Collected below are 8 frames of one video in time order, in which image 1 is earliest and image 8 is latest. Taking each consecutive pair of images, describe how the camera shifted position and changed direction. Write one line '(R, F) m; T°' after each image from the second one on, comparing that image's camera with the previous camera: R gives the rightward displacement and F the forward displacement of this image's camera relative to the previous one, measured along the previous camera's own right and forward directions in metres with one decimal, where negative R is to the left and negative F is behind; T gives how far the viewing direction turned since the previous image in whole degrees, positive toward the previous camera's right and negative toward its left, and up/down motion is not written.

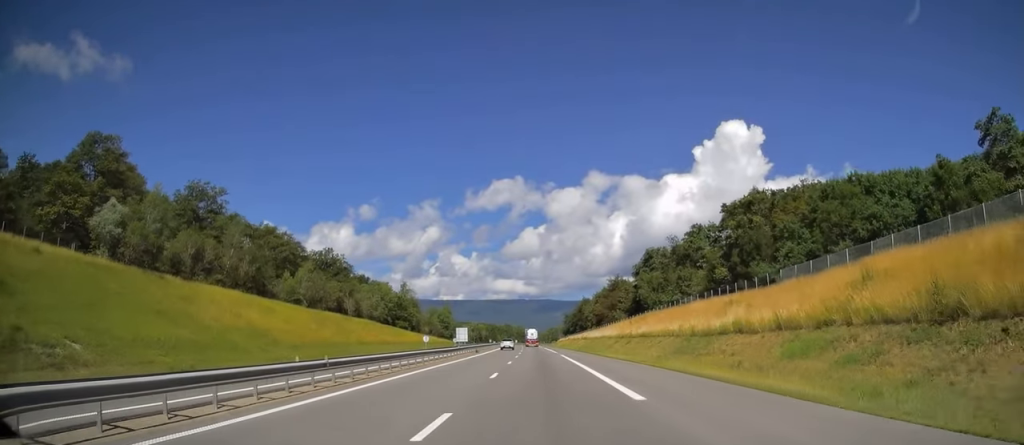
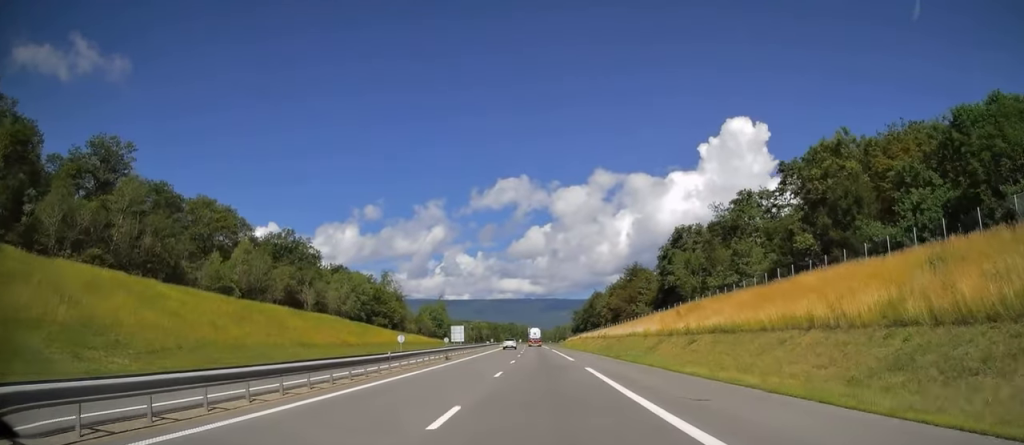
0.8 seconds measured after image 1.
(-0.2, +24.5) m; -1°
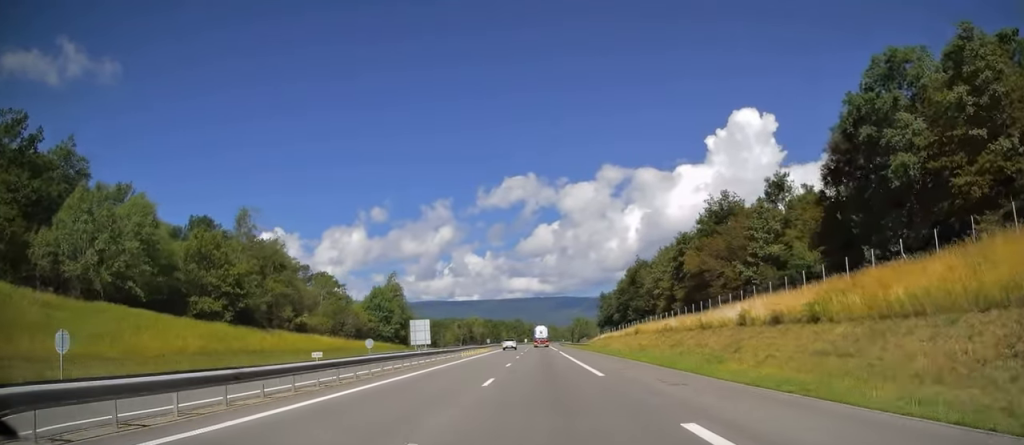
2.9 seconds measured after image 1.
(-0.7, +68.8) m; 0°
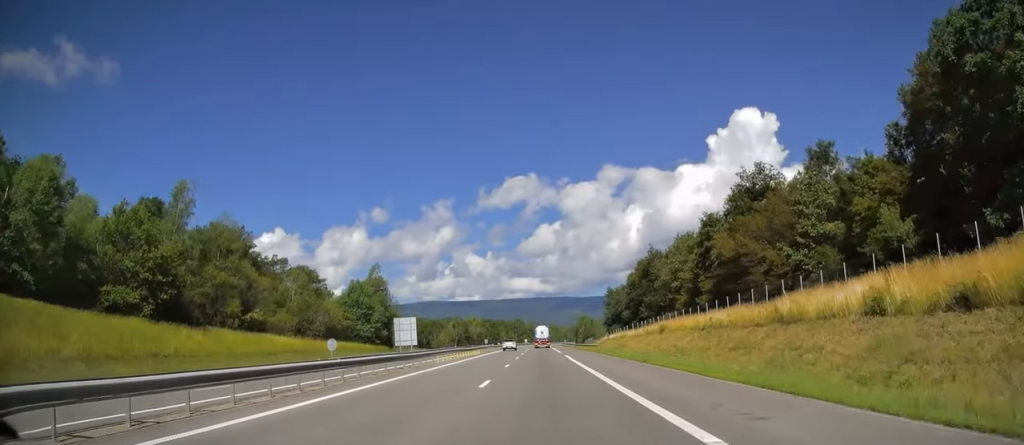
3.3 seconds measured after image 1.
(+0.2, +13.4) m; 0°
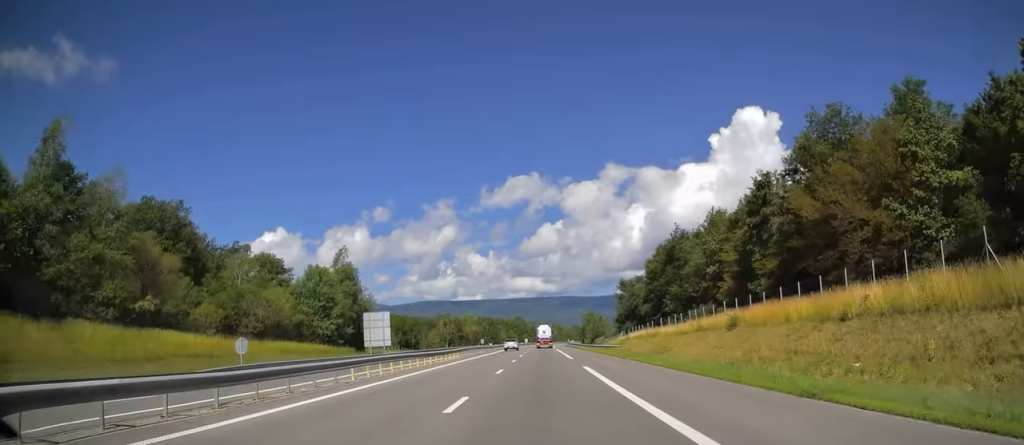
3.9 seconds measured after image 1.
(0.0, +18.8) m; 0°
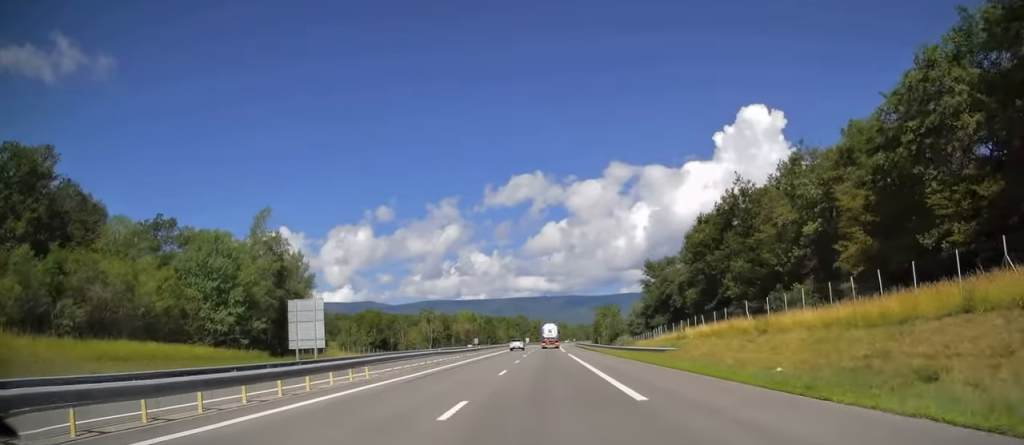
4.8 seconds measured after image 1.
(-0.3, +26.8) m; -1°
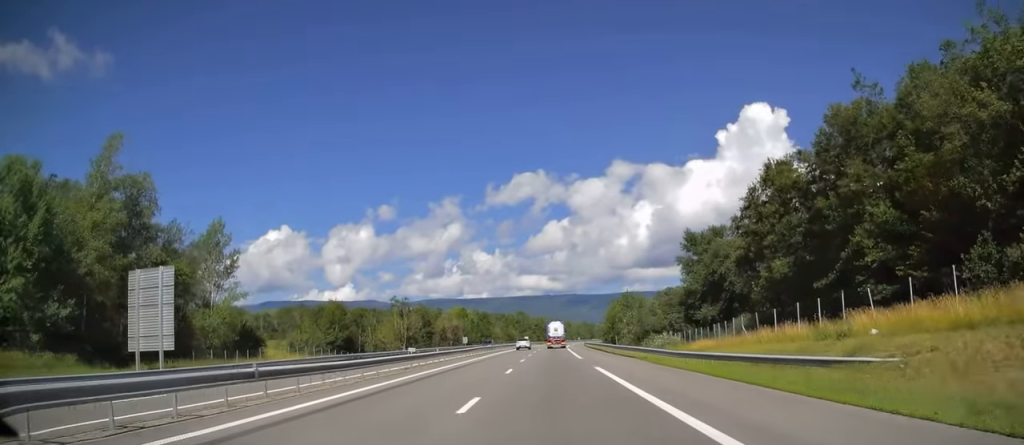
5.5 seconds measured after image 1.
(-0.3, +25.0) m; 0°
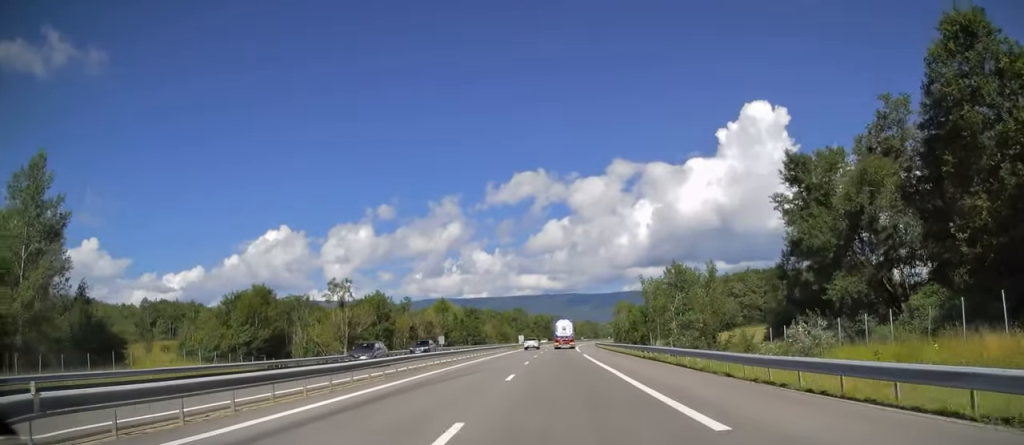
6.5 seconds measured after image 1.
(+0.2, +29.9) m; +1°
